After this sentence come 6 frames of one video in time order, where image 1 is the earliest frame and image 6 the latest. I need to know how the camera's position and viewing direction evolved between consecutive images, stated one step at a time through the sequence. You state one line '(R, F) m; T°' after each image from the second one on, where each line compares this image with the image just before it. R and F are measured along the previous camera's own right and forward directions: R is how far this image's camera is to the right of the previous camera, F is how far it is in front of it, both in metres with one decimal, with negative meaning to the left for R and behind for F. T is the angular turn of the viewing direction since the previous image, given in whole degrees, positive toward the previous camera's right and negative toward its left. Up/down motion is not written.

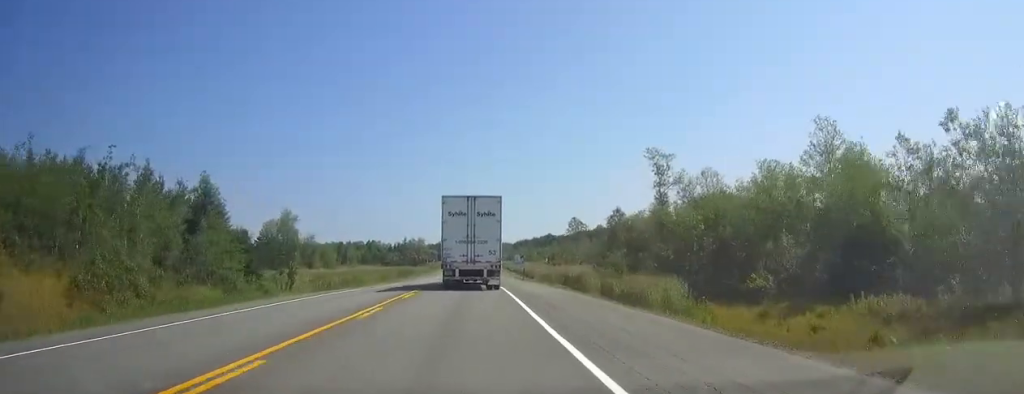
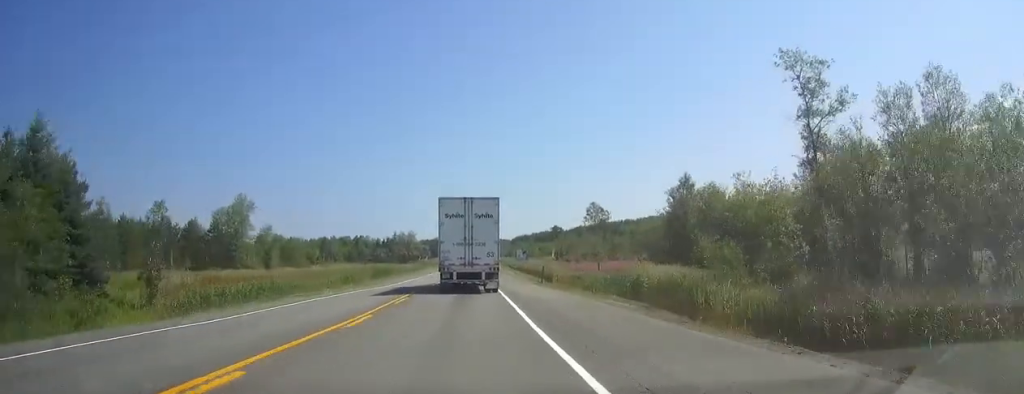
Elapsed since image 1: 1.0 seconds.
(+0.1, +27.9) m; 0°
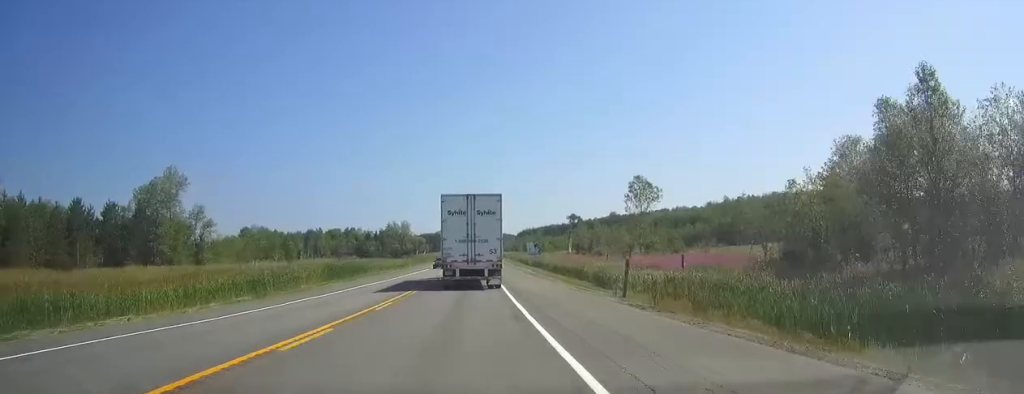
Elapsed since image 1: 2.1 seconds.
(0.0, +31.5) m; 0°
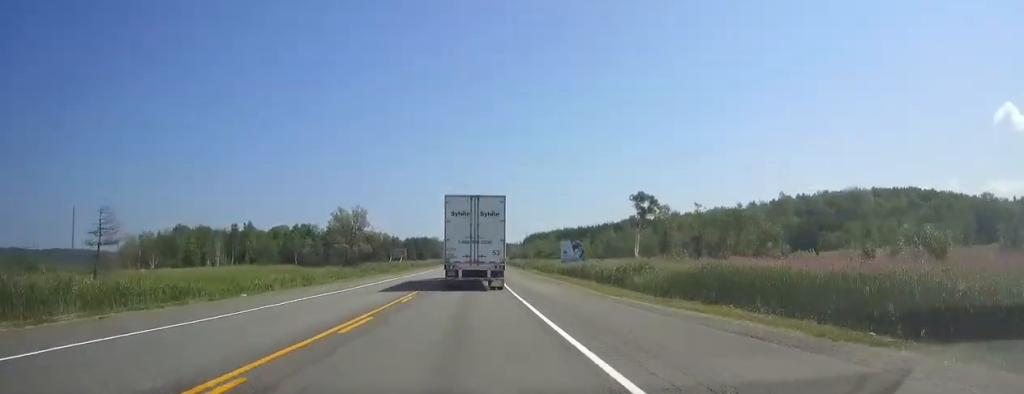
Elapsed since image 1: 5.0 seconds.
(-0.2, +78.0) m; 0°
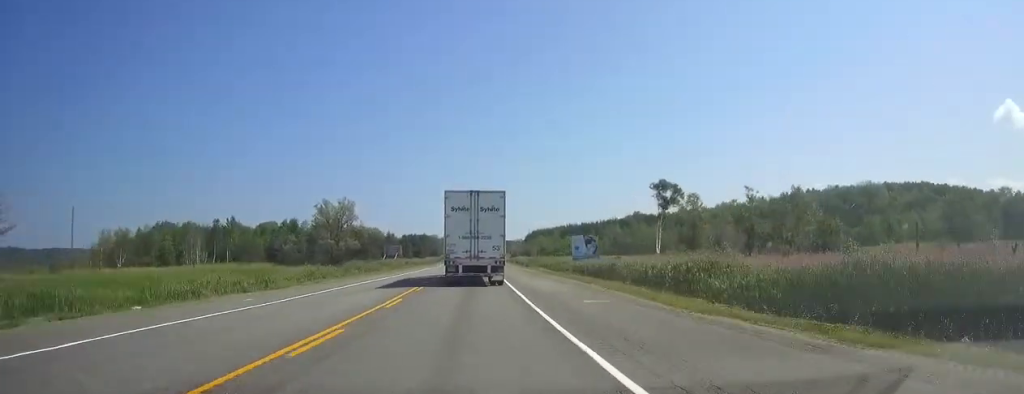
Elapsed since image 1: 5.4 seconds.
(+0.1, +12.8) m; 0°
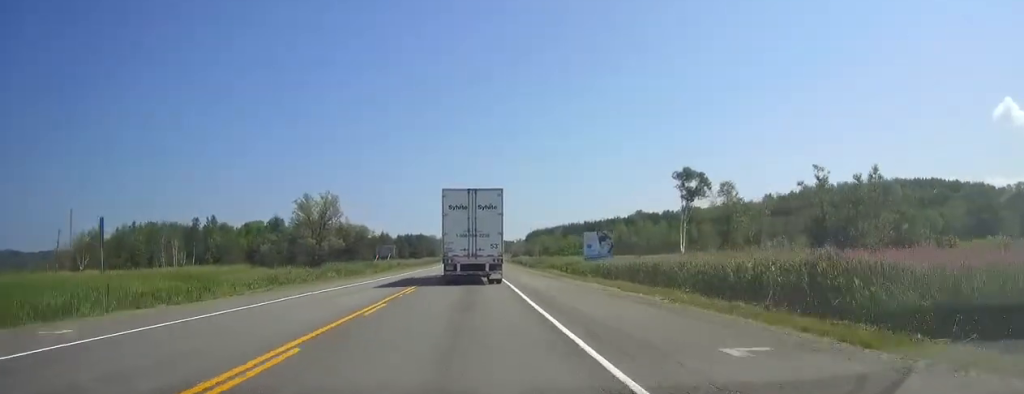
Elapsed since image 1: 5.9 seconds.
(+0.1, +11.9) m; 0°
